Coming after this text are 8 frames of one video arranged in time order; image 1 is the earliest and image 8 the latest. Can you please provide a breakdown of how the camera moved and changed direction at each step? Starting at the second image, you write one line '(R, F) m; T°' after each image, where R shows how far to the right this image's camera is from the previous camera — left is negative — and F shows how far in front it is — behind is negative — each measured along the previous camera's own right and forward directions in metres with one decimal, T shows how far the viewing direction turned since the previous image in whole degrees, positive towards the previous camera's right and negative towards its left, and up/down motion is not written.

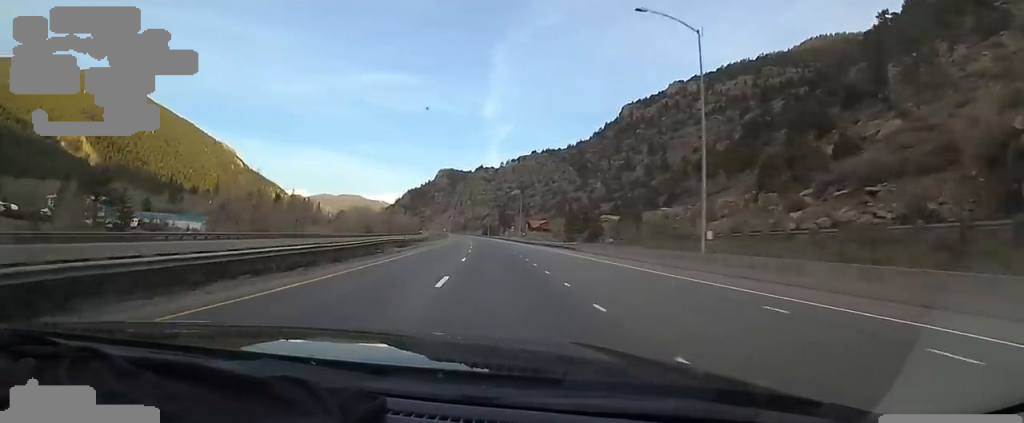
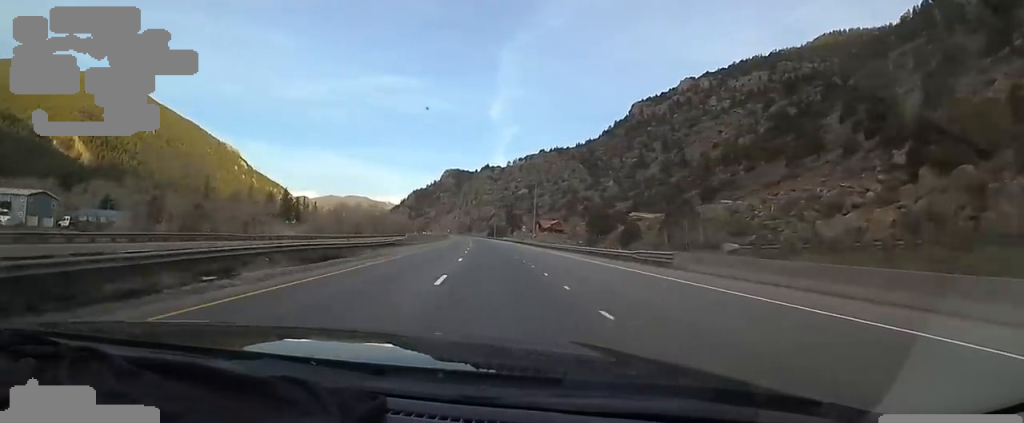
(0.0, +23.8) m; -1°
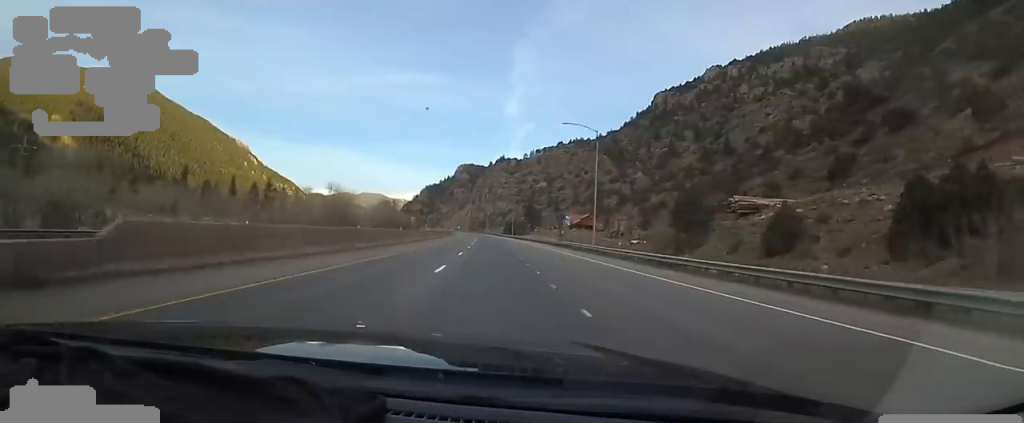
(-1.6, +45.4) m; -2°
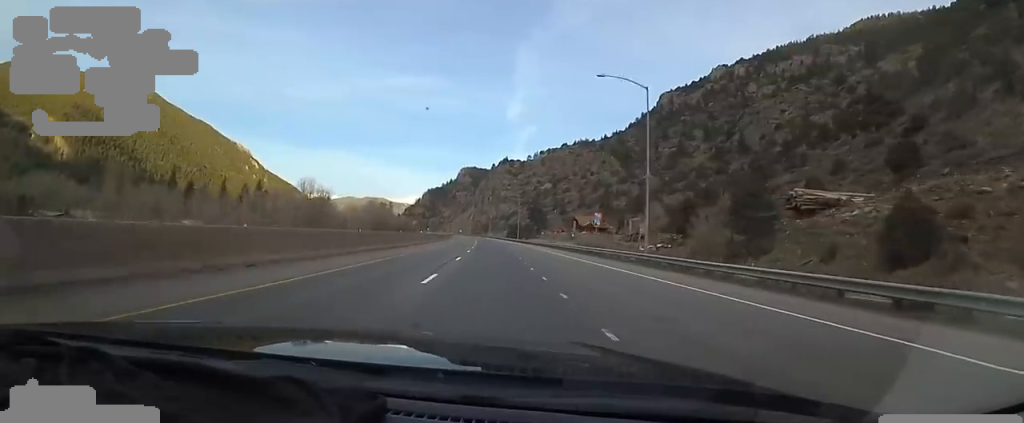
(-0.2, +15.5) m; 0°
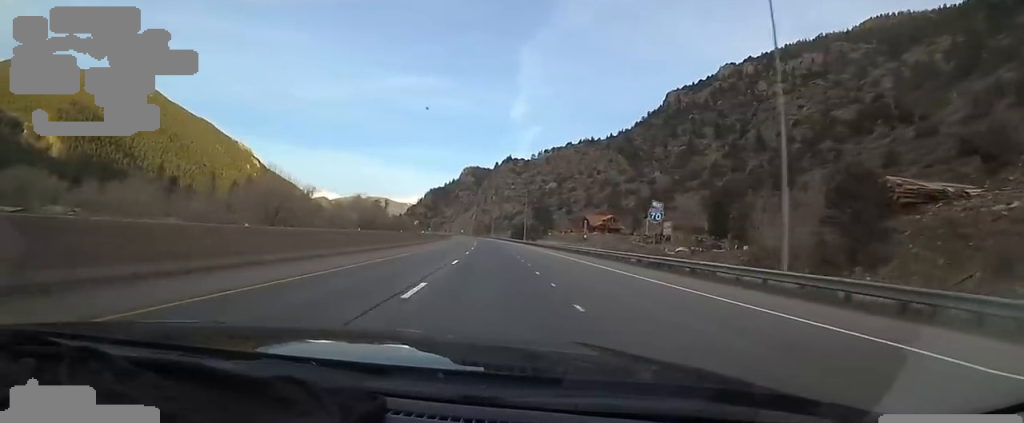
(+0.8, +15.4) m; 0°
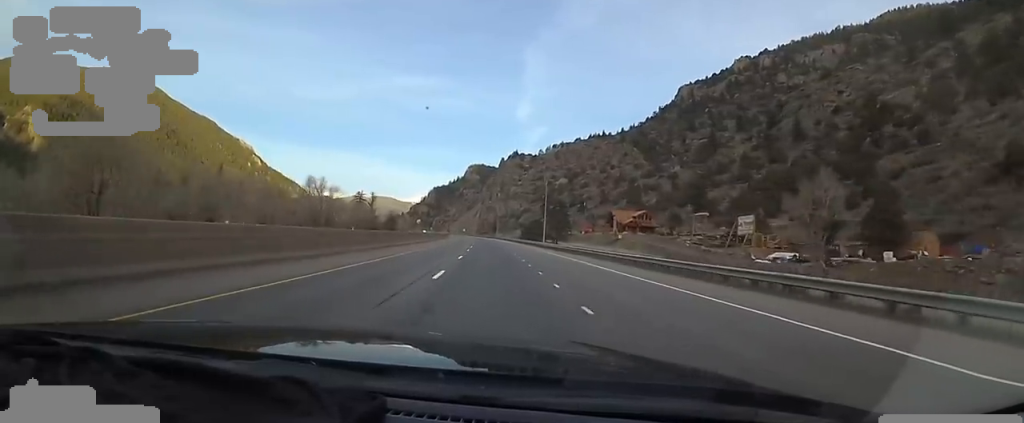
(-0.6, +31.9) m; -2°
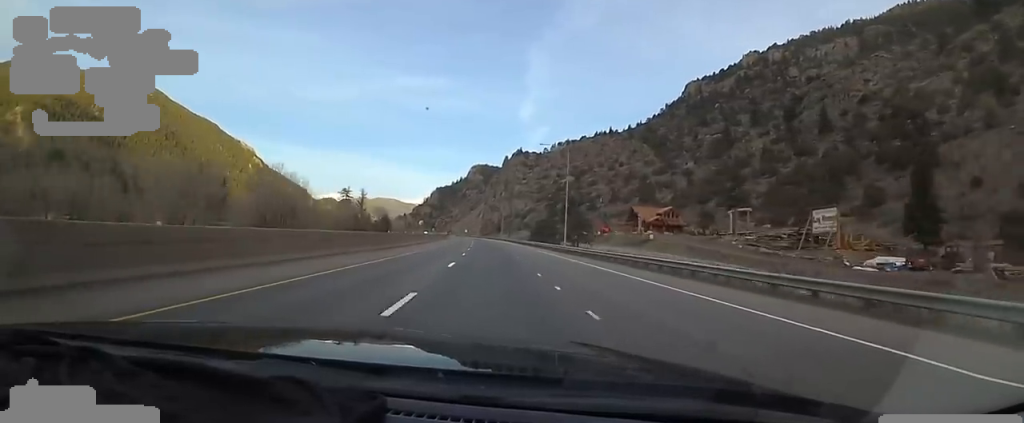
(-0.3, +18.5) m; -1°
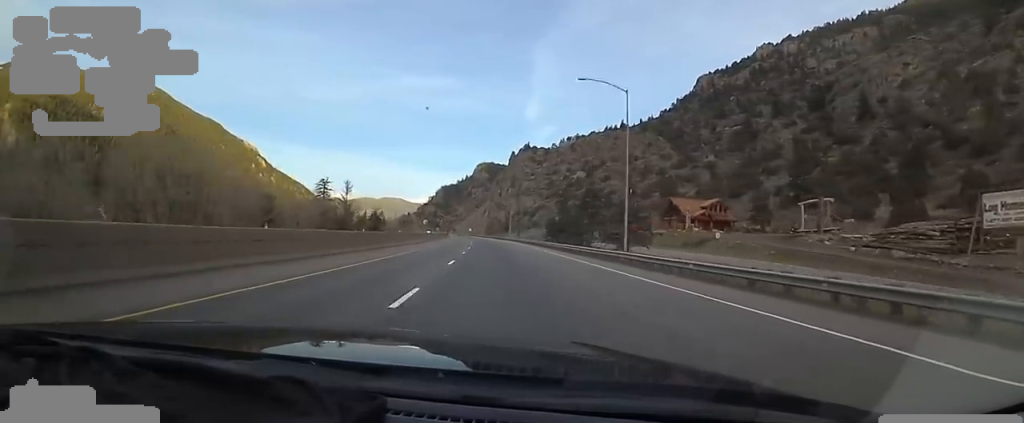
(0.0, +23.7) m; 0°
